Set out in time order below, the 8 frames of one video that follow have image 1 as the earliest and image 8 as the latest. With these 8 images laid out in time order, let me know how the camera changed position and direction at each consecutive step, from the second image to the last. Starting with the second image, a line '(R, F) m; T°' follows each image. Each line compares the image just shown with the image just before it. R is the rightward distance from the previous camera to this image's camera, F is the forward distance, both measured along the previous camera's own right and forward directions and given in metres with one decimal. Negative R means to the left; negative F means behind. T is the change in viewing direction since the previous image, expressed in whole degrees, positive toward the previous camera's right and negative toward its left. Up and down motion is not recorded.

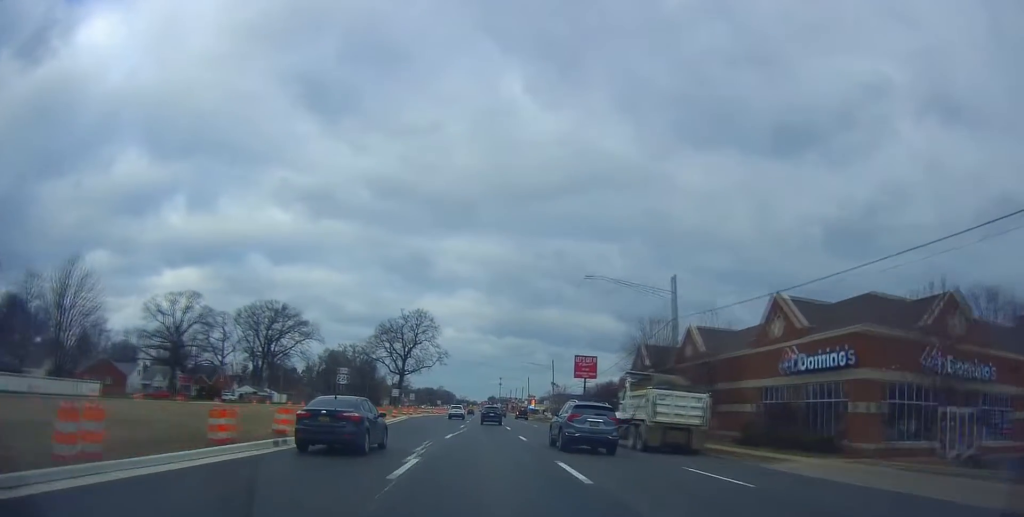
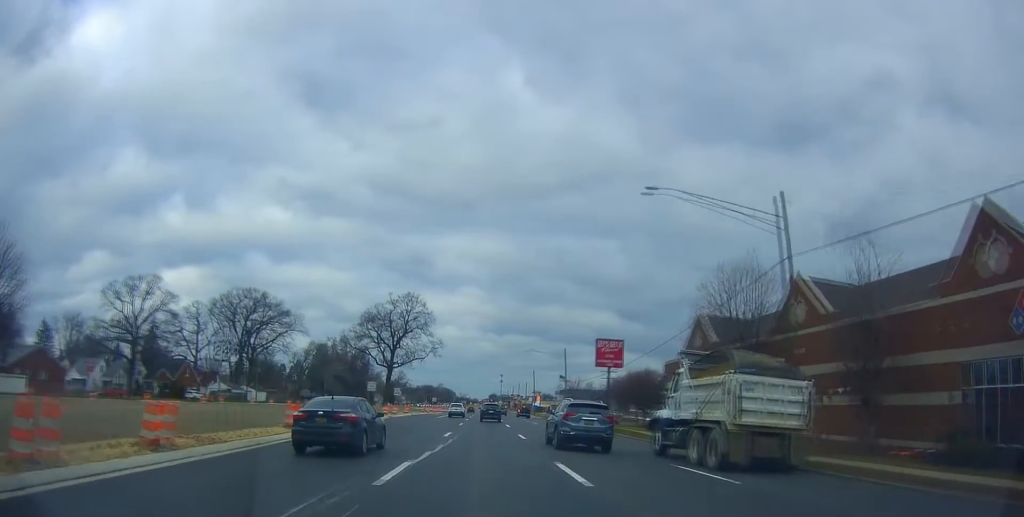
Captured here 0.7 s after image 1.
(-0.2, +15.6) m; 0°
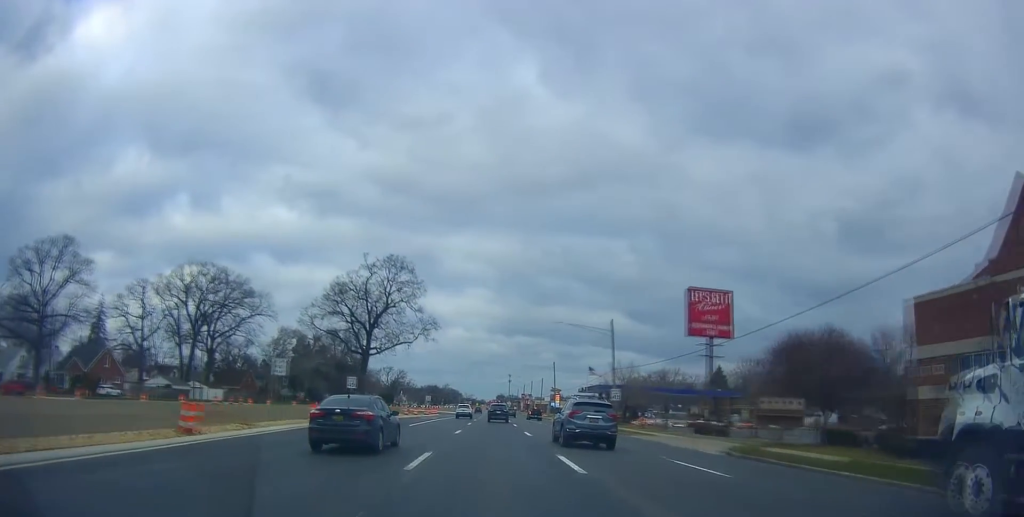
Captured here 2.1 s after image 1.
(+0.2, +28.6) m; +1°
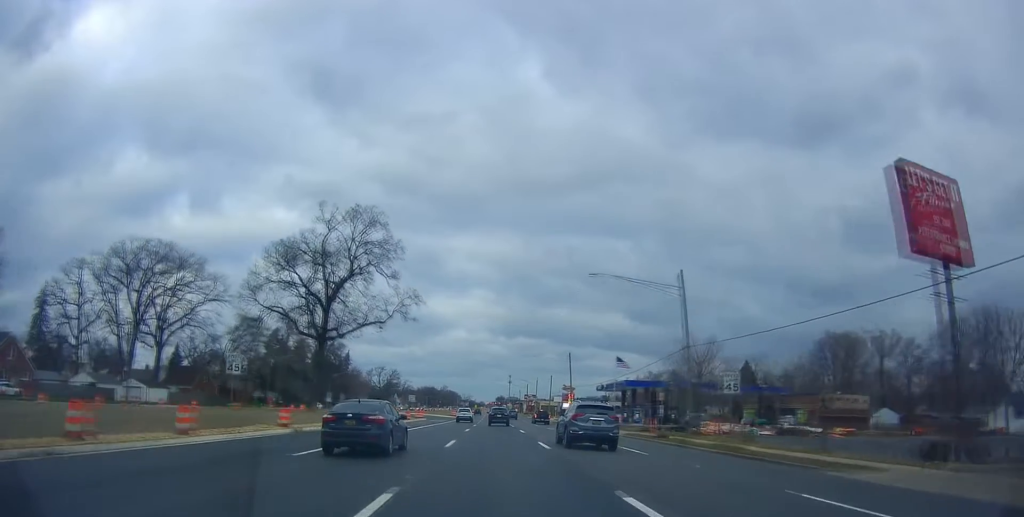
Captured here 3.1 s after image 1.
(0.0, +22.2) m; -2°
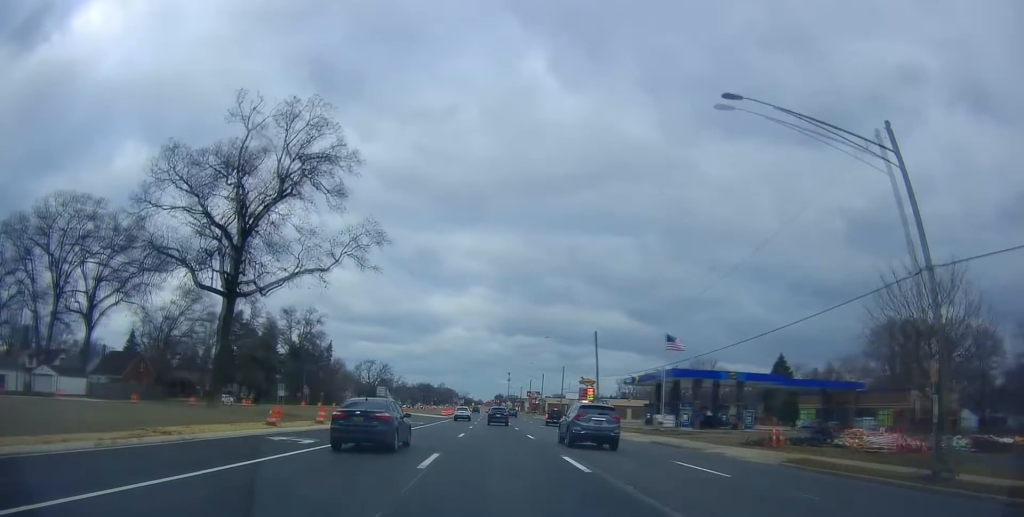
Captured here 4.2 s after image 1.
(-0.8, +22.9) m; 0°
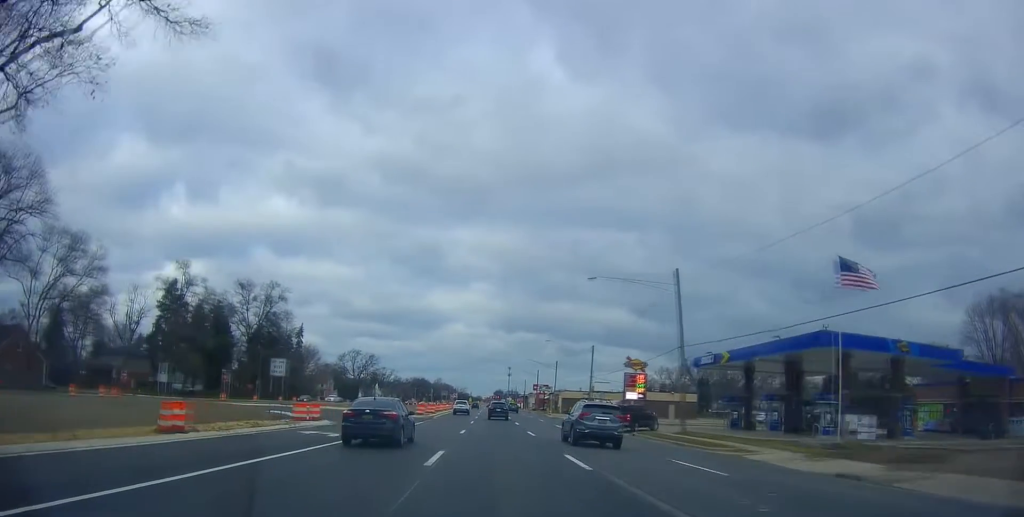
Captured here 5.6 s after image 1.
(+0.8, +30.2) m; +1°
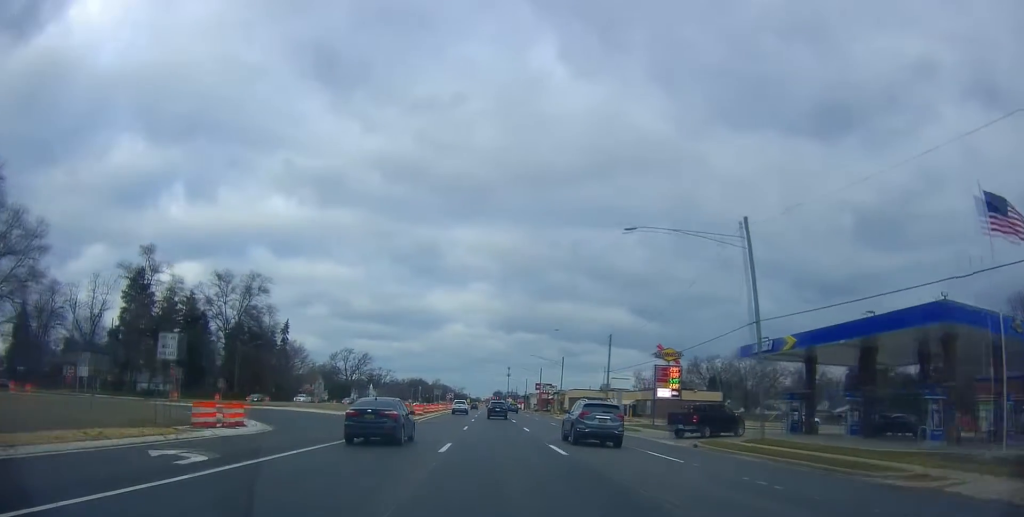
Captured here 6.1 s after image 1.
(-0.2, +11.5) m; 0°
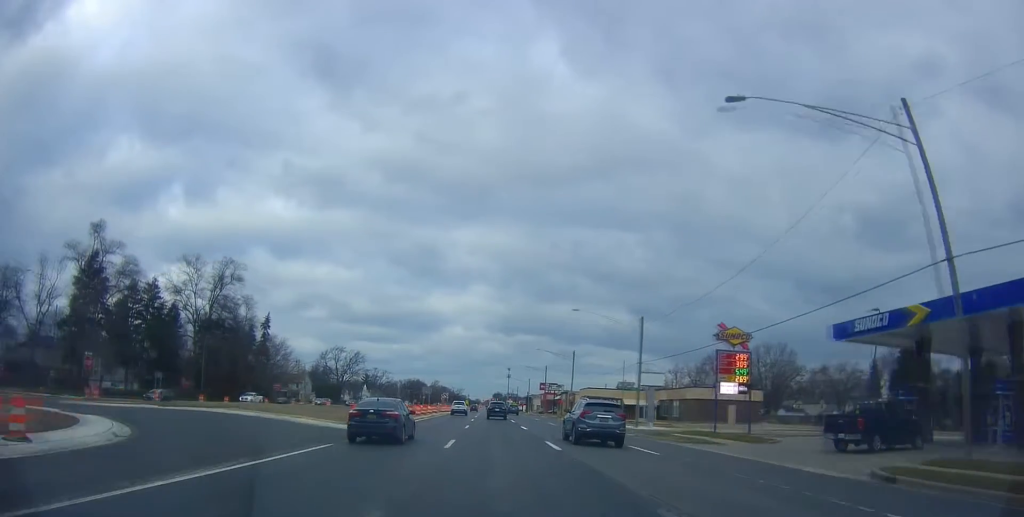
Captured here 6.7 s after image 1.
(+0.2, +13.6) m; -1°
